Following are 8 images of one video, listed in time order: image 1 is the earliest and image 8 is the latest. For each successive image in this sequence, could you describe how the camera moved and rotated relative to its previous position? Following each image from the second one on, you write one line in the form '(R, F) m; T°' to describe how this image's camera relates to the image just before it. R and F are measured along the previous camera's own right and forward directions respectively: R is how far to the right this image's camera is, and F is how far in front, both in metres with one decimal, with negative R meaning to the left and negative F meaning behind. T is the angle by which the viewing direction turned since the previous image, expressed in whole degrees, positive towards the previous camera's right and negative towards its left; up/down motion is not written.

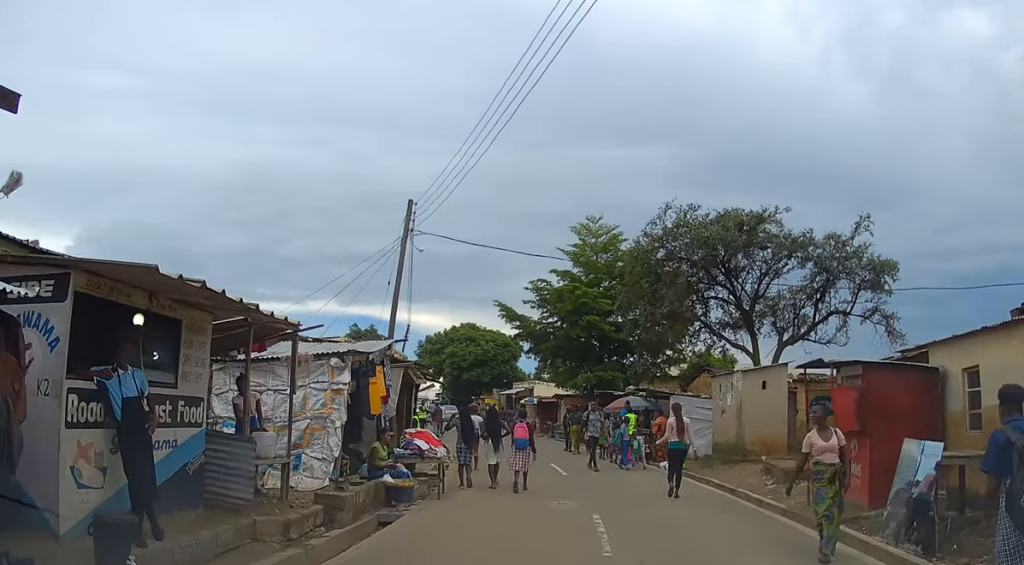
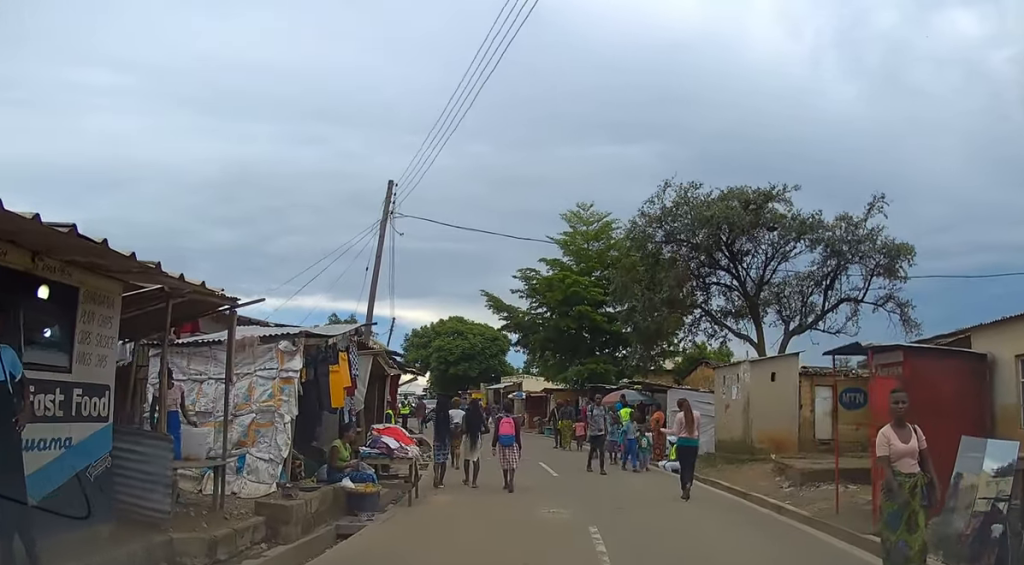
(+0.1, +1.4) m; +2°
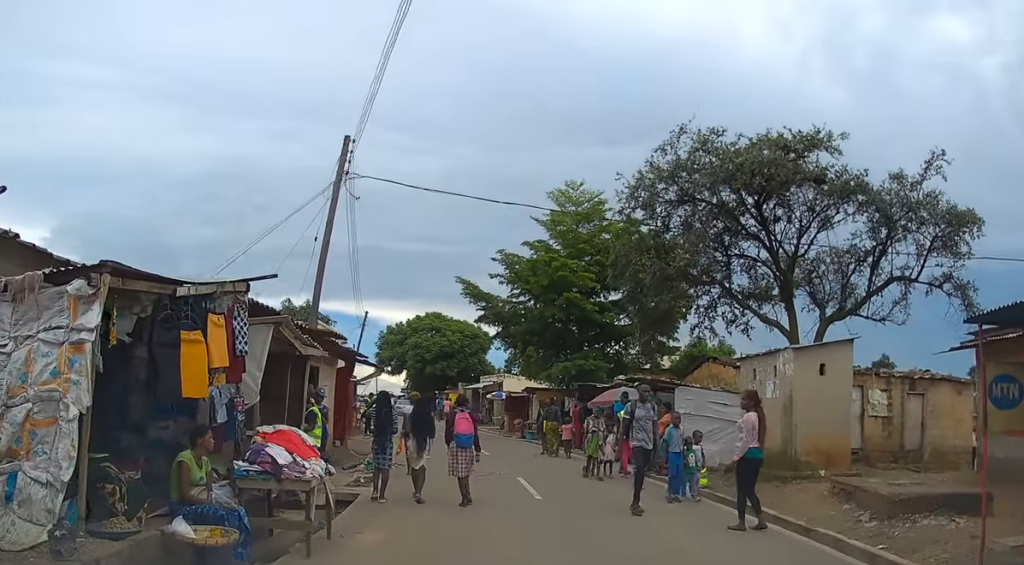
(+0.1, +3.8) m; +1°
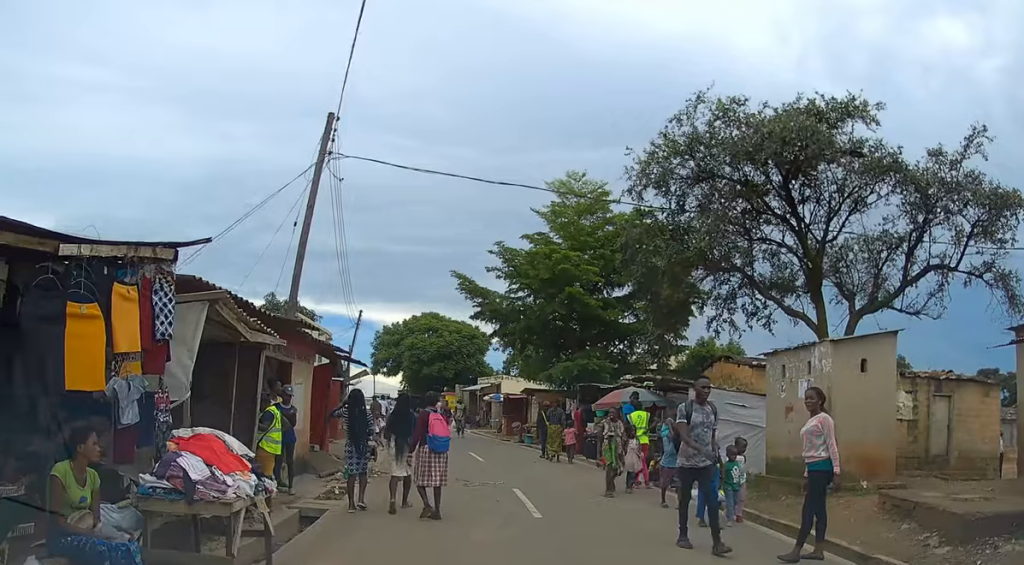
(0.0, +1.7) m; 0°
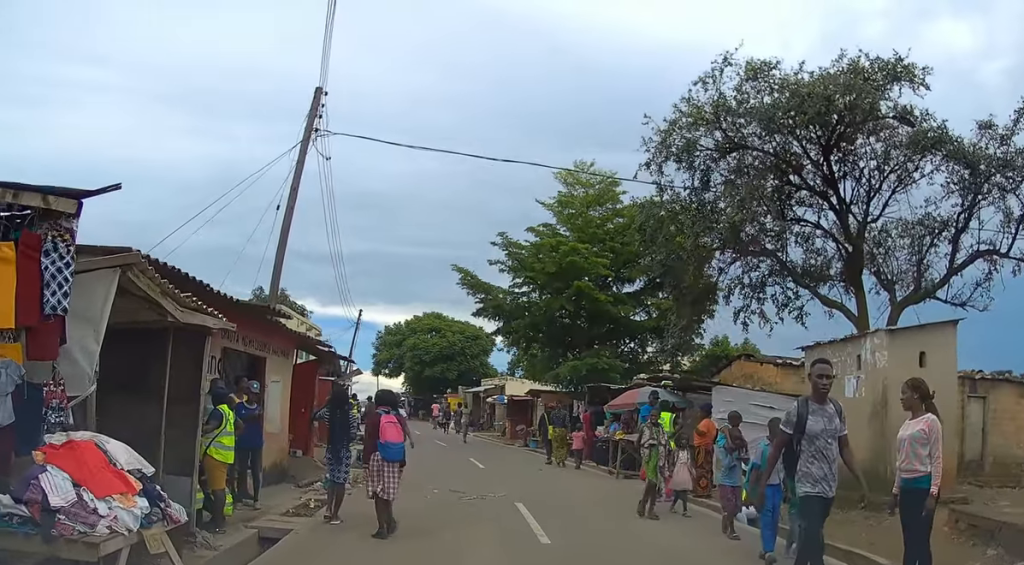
(0.0, +1.6) m; 0°
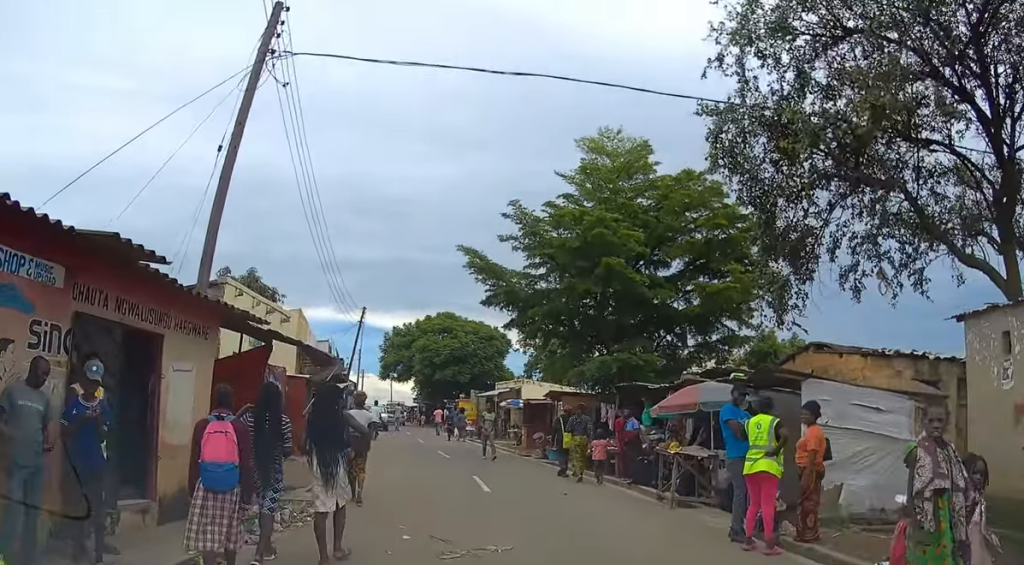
(0.0, +4.2) m; -3°
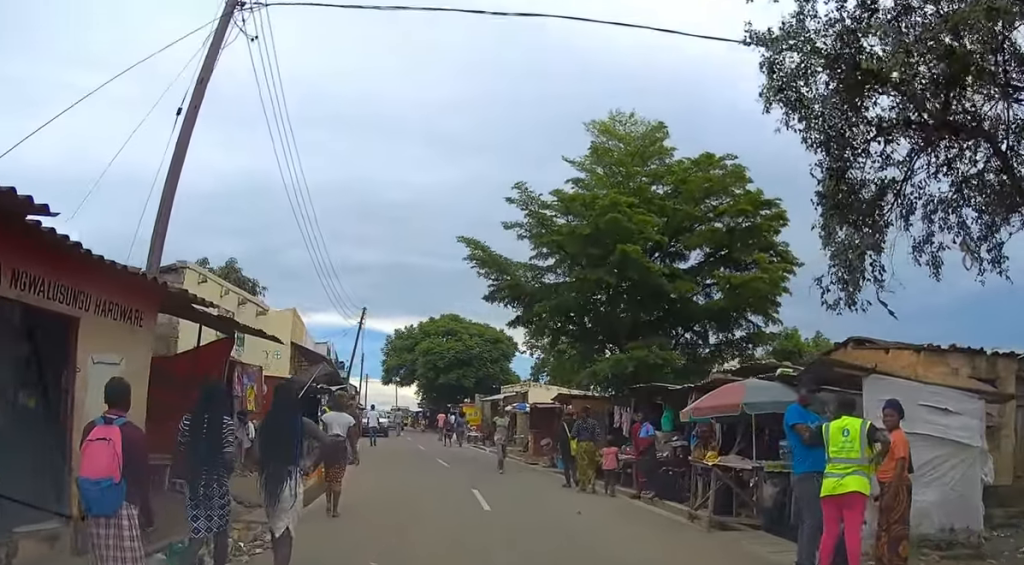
(-0.1, +1.9) m; -1°
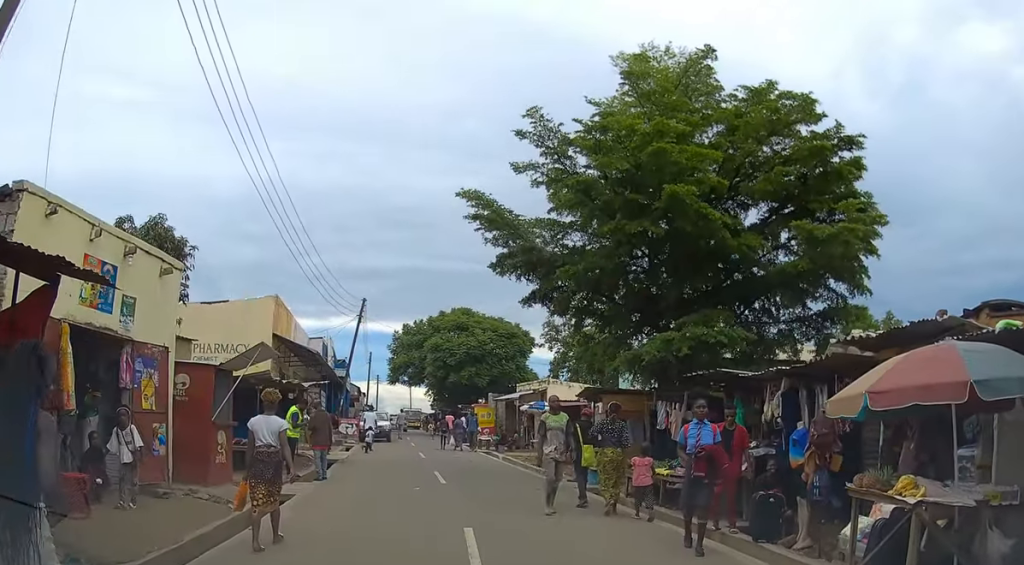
(0.0, +4.5) m; -1°
